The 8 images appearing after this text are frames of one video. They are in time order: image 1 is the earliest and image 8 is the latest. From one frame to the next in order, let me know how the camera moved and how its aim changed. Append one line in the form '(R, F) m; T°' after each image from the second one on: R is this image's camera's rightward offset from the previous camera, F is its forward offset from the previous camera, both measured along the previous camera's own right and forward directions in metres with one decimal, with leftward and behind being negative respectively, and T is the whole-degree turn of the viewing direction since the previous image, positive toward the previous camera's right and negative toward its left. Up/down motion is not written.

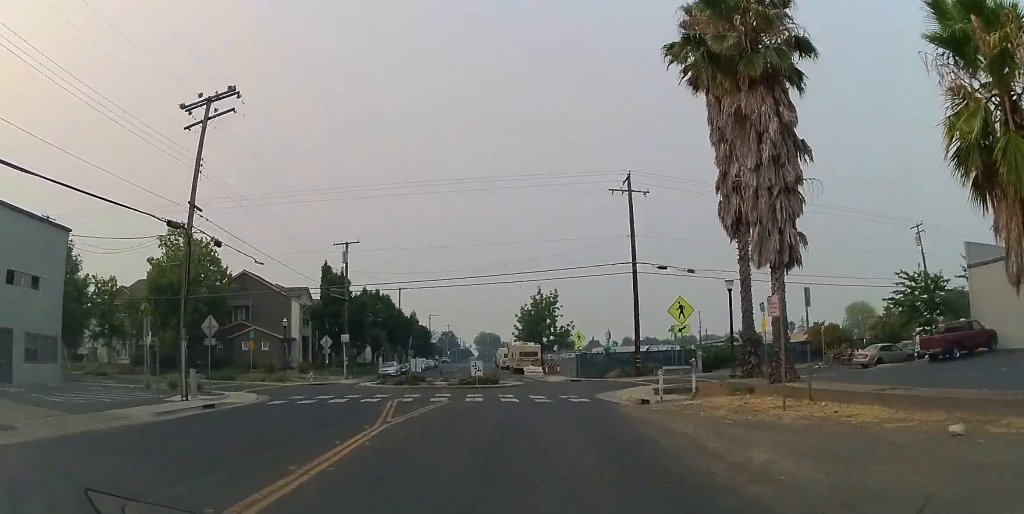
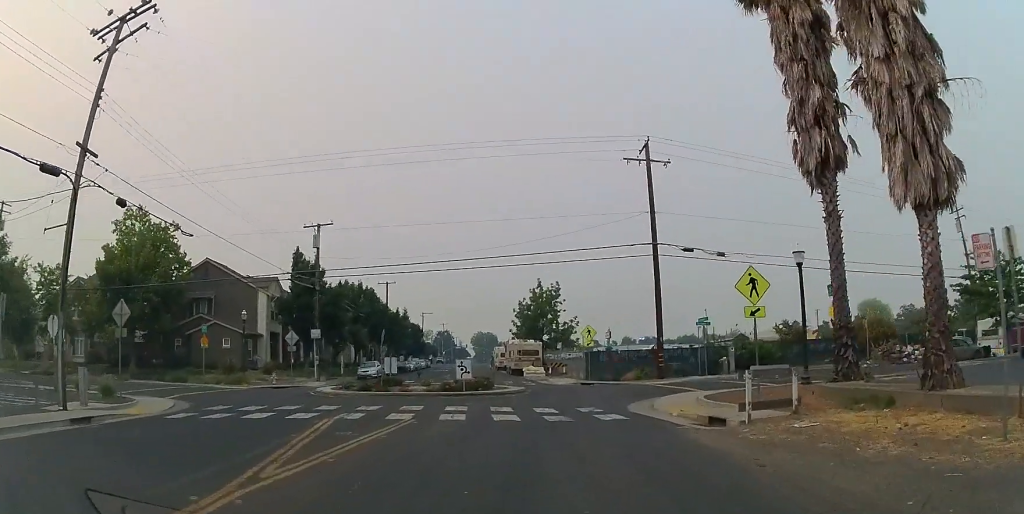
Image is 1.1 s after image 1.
(+0.3, +6.8) m; +1°
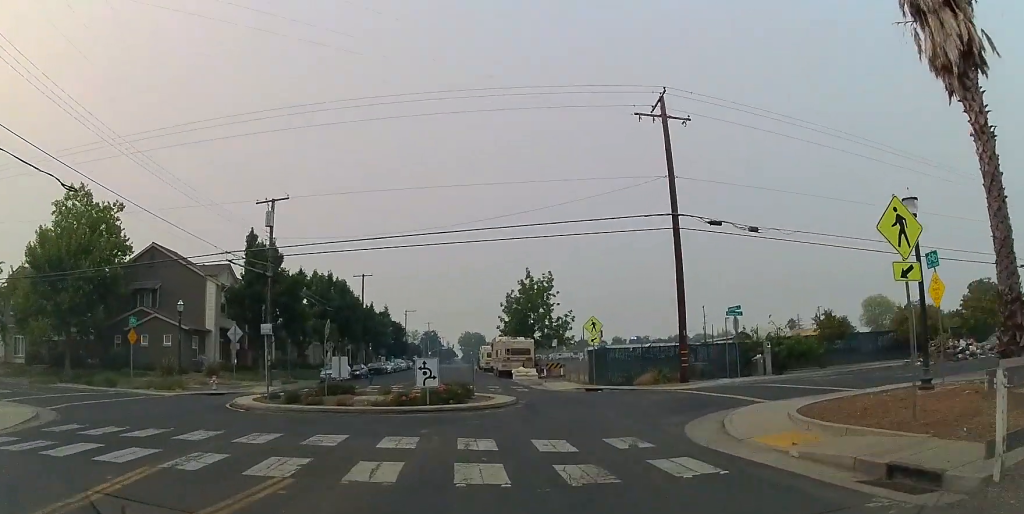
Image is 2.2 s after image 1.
(-0.3, +7.0) m; -3°
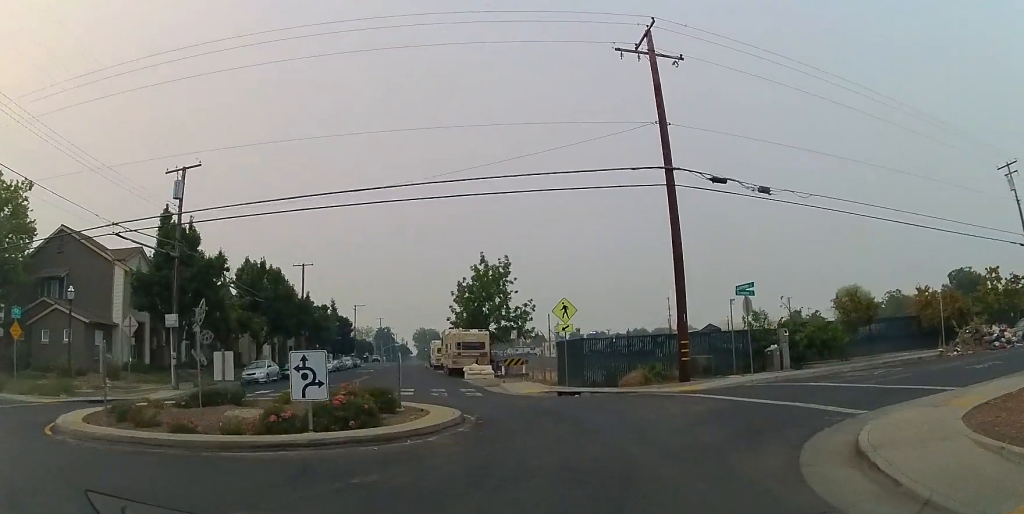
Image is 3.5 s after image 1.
(+0.1, +7.0) m; +6°
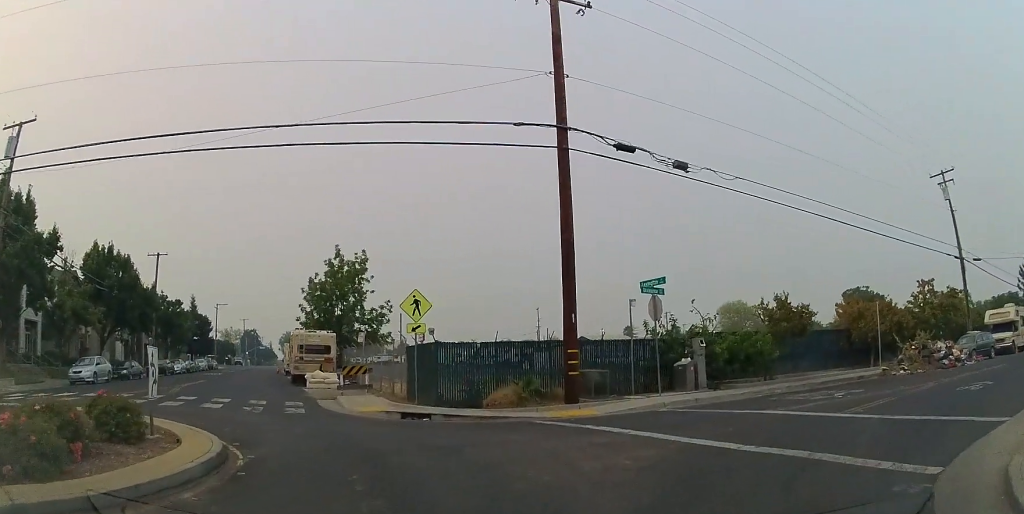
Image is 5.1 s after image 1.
(+1.1, +6.6) m; +22°
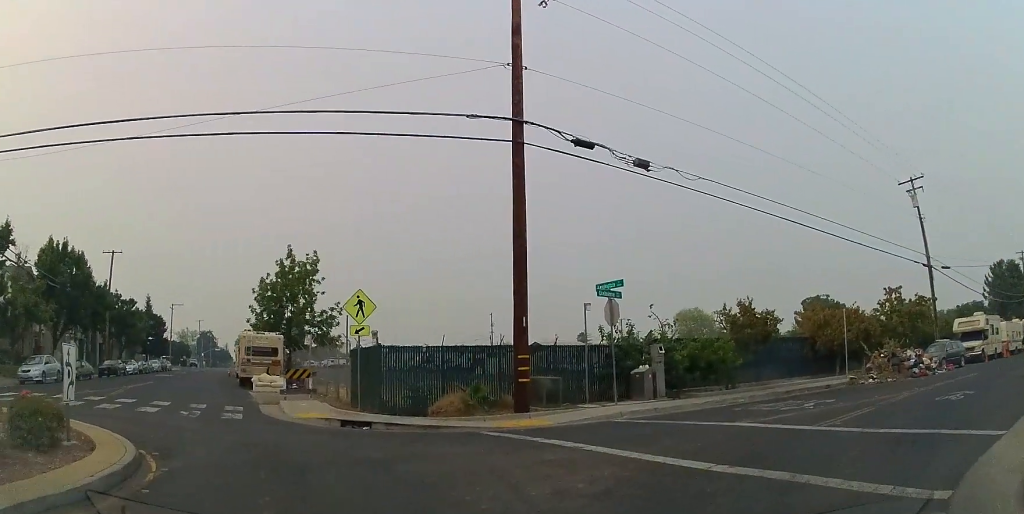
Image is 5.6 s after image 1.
(+0.1, +1.4) m; +12°
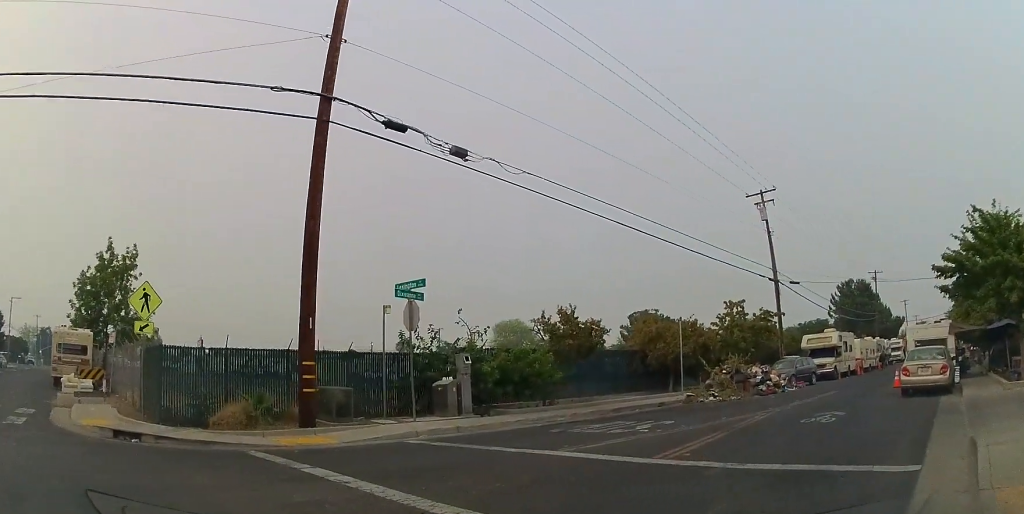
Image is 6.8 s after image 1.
(+0.7, +2.1) m; +33°
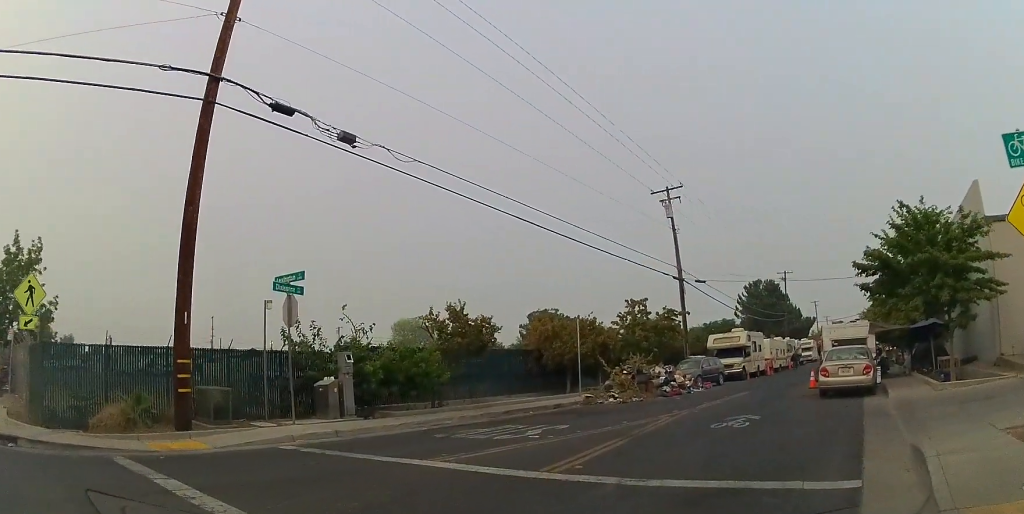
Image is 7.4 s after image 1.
(+0.2, +0.9) m; +9°
